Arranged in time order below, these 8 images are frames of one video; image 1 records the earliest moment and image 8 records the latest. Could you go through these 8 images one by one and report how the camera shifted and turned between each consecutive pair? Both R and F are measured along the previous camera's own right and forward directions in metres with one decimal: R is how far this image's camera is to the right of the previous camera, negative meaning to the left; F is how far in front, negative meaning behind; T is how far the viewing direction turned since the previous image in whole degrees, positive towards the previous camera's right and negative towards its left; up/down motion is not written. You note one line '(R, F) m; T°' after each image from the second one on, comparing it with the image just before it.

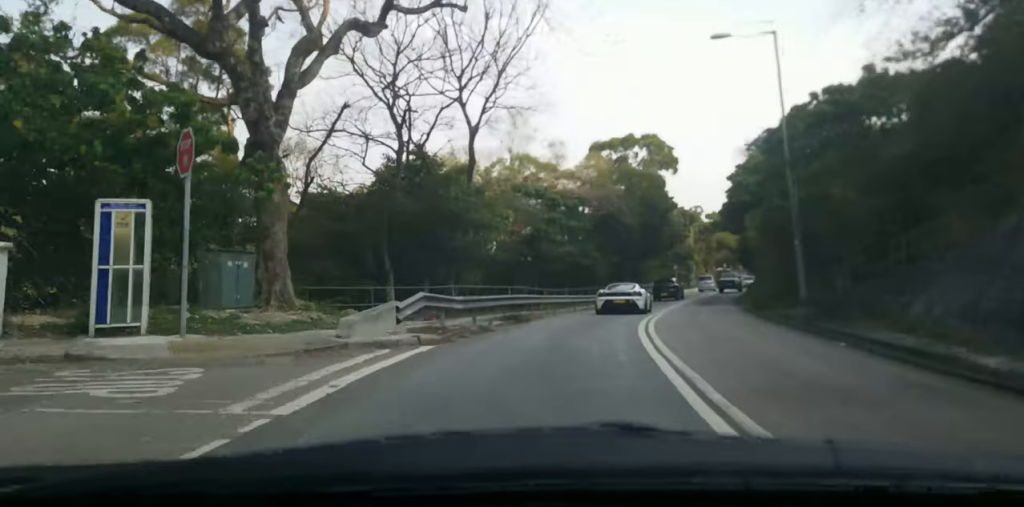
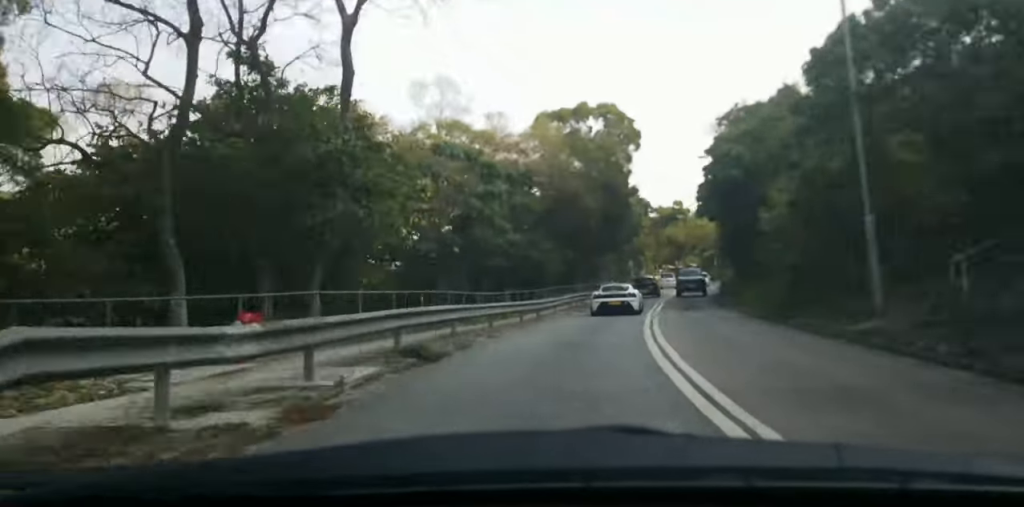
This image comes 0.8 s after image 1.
(+0.5, +10.6) m; +3°
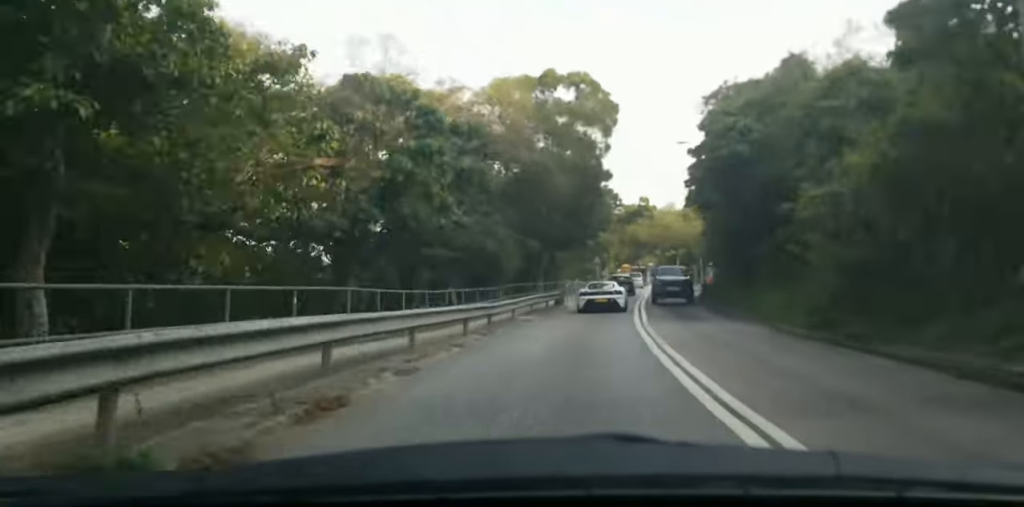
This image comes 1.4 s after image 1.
(0.0, +7.8) m; +2°
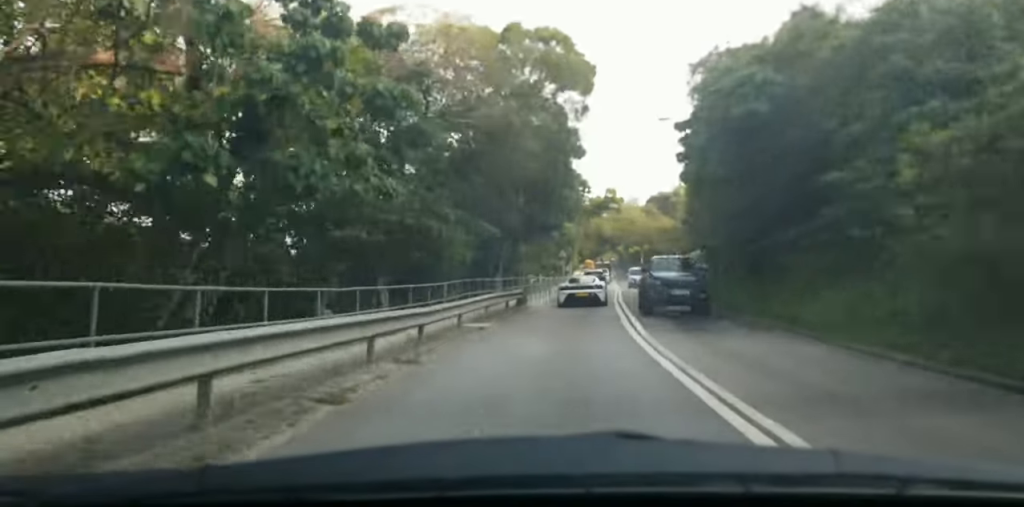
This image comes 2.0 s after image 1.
(+0.1, +7.5) m; +2°
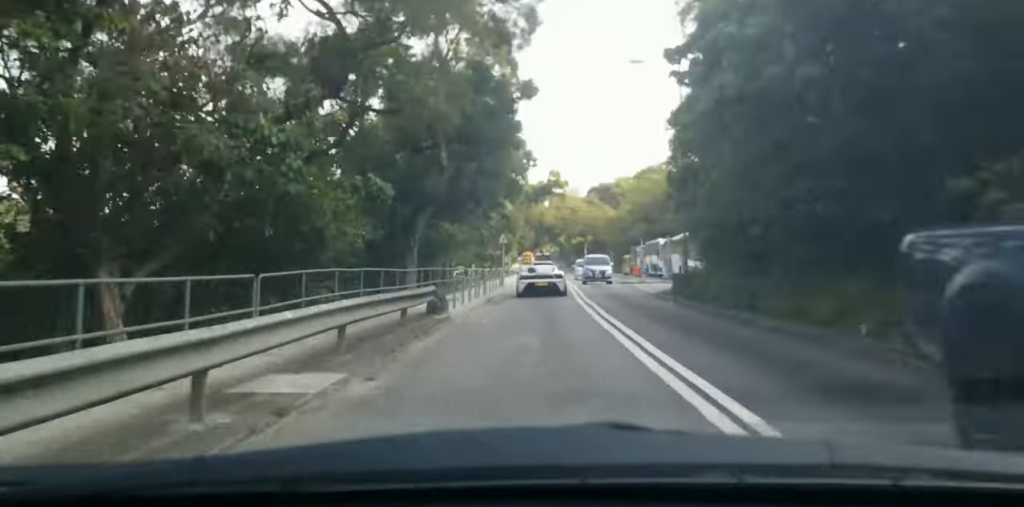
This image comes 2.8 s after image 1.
(+0.4, +11.6) m; +4°
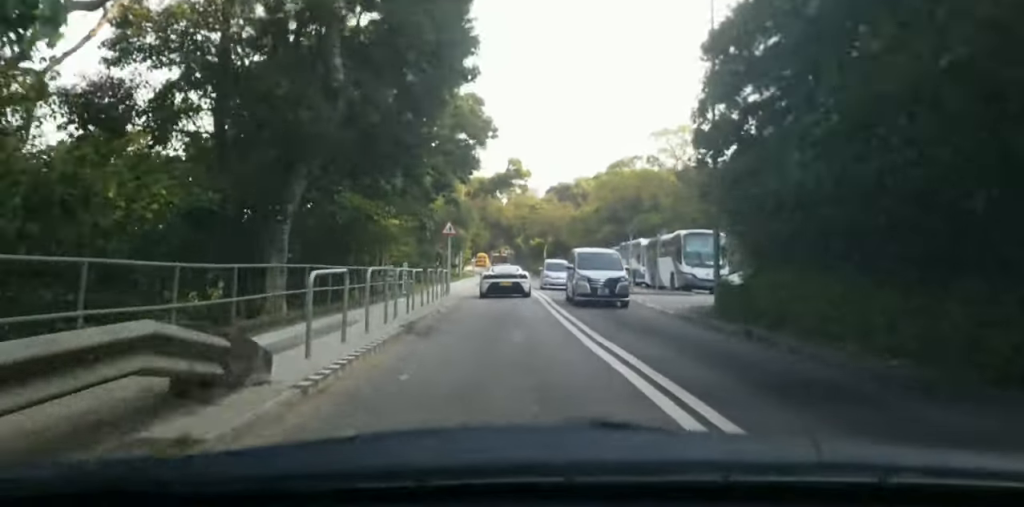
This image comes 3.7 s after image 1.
(+0.4, +11.9) m; +4°
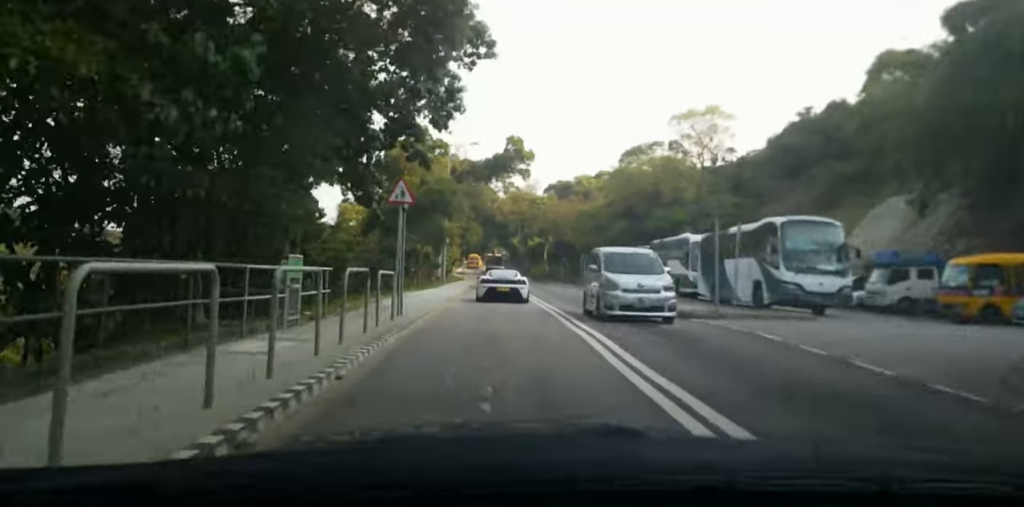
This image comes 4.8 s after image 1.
(+0.4, +16.2) m; 0°
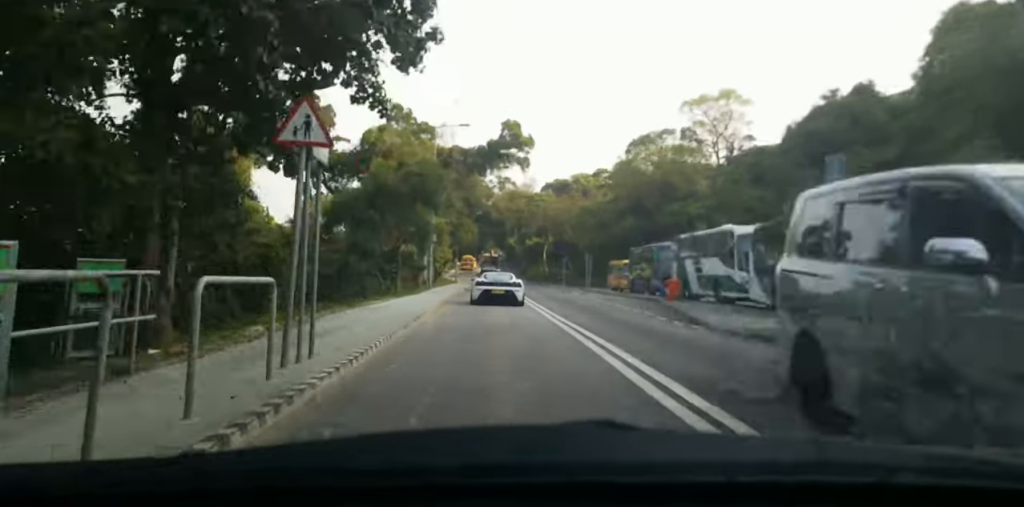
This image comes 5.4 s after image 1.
(-0.3, +8.7) m; 0°
